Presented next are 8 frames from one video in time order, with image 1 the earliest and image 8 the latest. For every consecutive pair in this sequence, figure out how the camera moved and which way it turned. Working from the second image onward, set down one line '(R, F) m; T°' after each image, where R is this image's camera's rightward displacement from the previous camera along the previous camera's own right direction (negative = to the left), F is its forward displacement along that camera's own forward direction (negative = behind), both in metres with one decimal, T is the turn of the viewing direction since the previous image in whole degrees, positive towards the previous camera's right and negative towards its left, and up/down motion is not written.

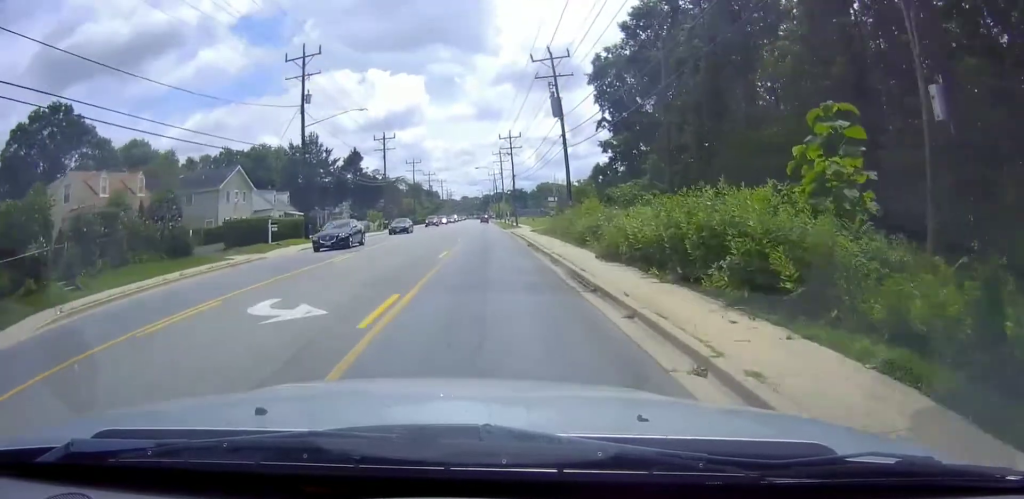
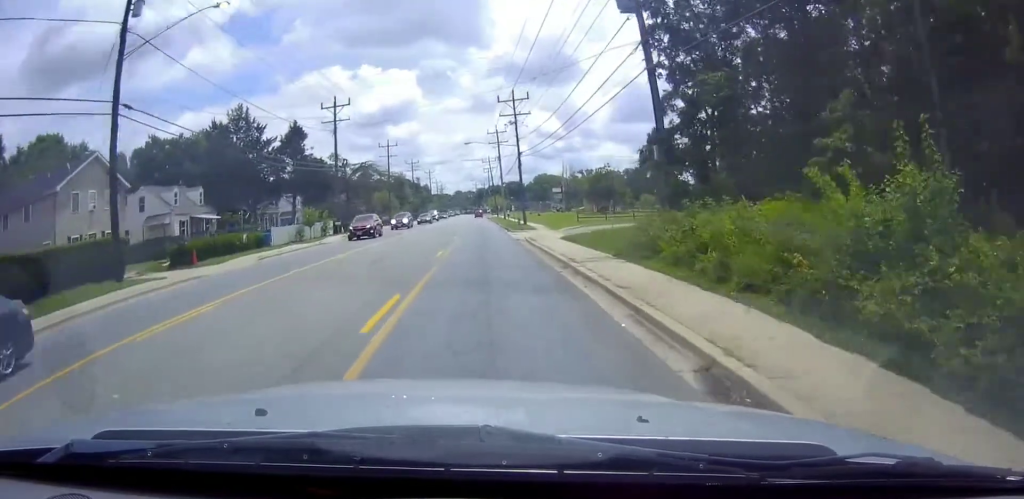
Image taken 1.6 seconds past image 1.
(-0.8, +24.4) m; -5°
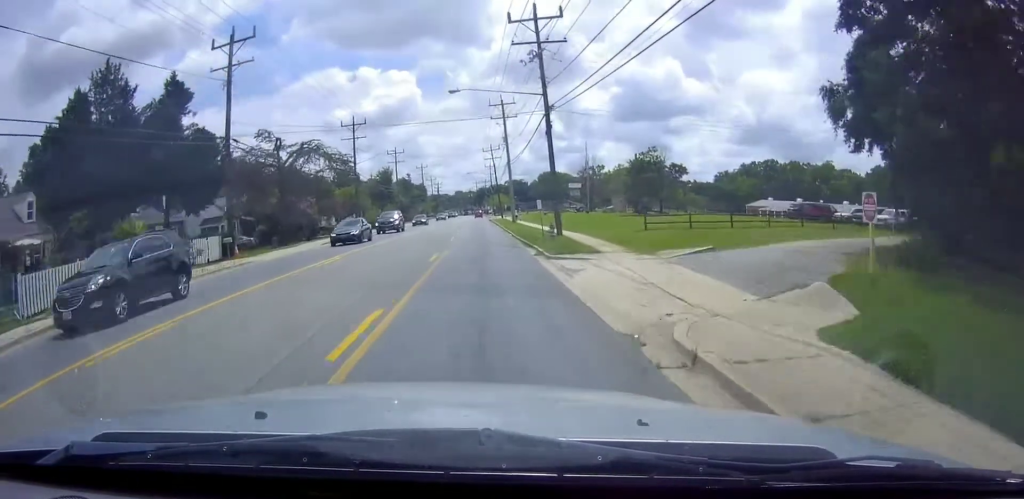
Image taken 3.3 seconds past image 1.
(-0.8, +24.6) m; -2°
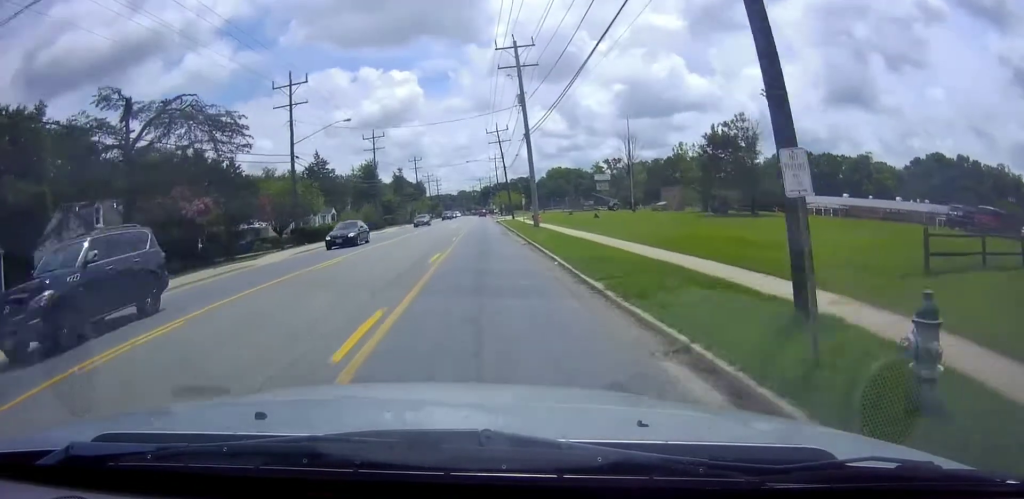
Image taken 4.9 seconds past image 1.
(+0.5, +23.2) m; +2°
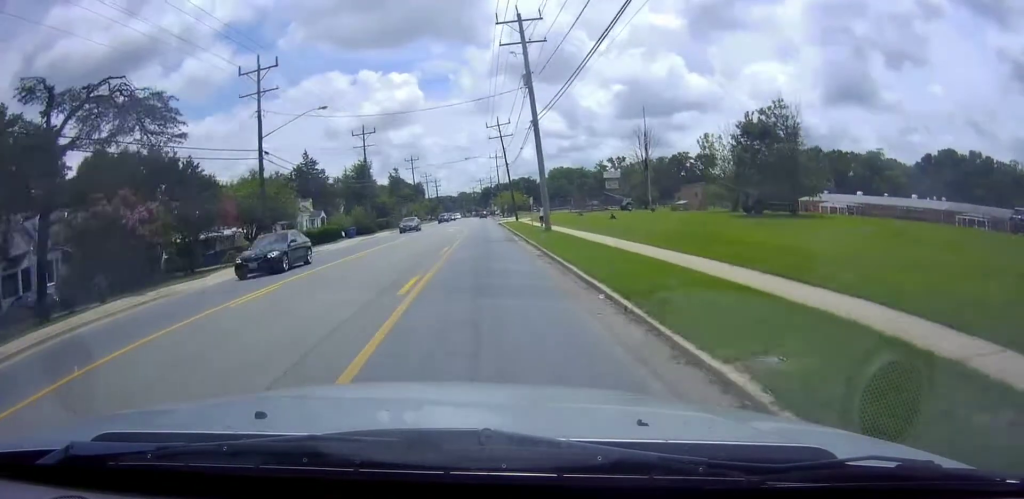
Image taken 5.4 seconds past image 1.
(0.0, +6.5) m; 0°
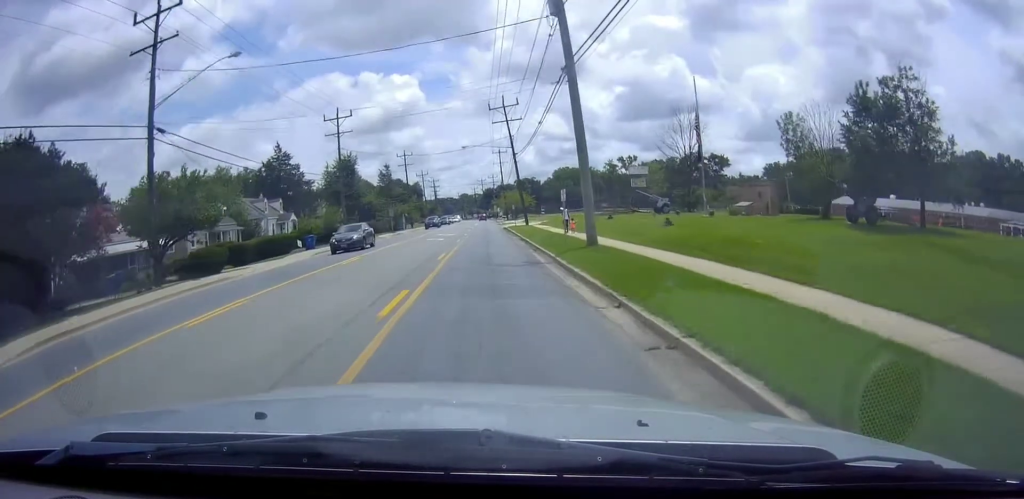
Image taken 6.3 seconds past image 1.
(0.0, +14.2) m; 0°
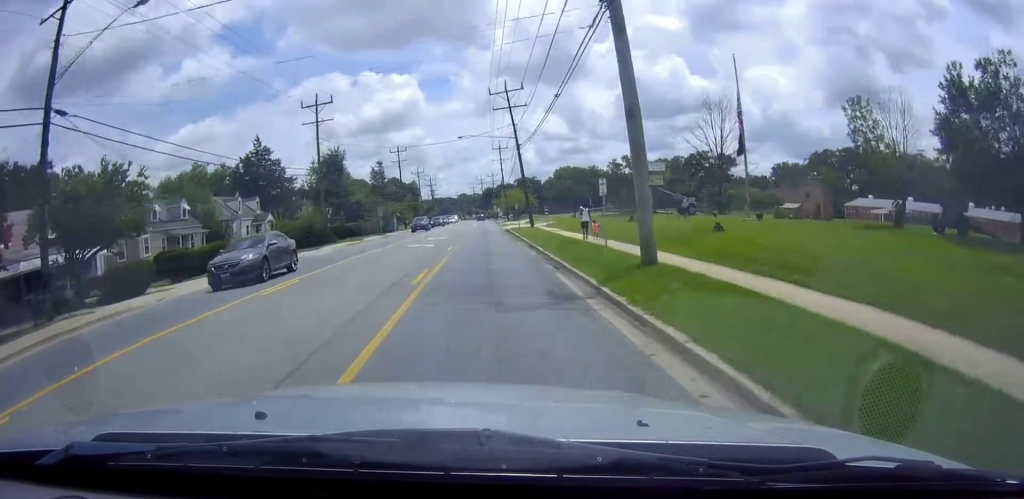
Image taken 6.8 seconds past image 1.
(0.0, +7.7) m; 0°
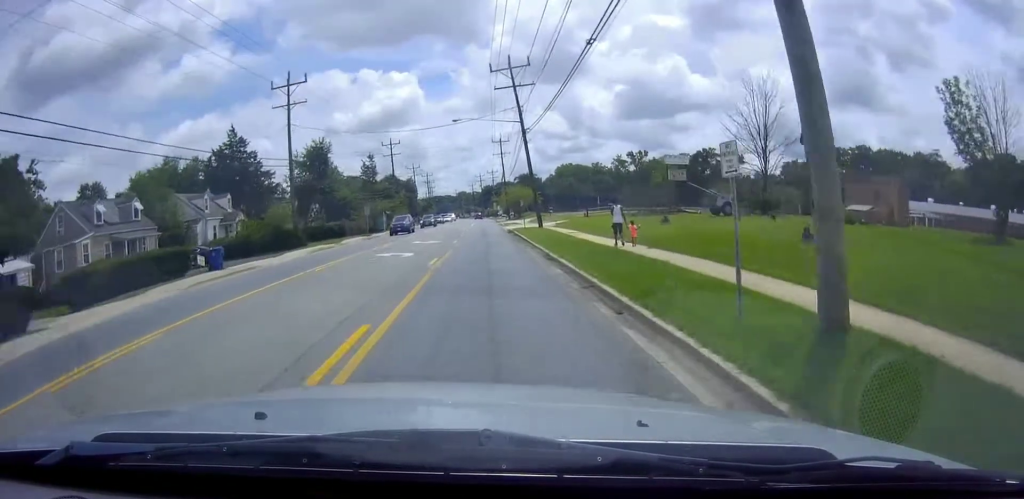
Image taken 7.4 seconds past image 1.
(0.0, +7.7) m; +1°
